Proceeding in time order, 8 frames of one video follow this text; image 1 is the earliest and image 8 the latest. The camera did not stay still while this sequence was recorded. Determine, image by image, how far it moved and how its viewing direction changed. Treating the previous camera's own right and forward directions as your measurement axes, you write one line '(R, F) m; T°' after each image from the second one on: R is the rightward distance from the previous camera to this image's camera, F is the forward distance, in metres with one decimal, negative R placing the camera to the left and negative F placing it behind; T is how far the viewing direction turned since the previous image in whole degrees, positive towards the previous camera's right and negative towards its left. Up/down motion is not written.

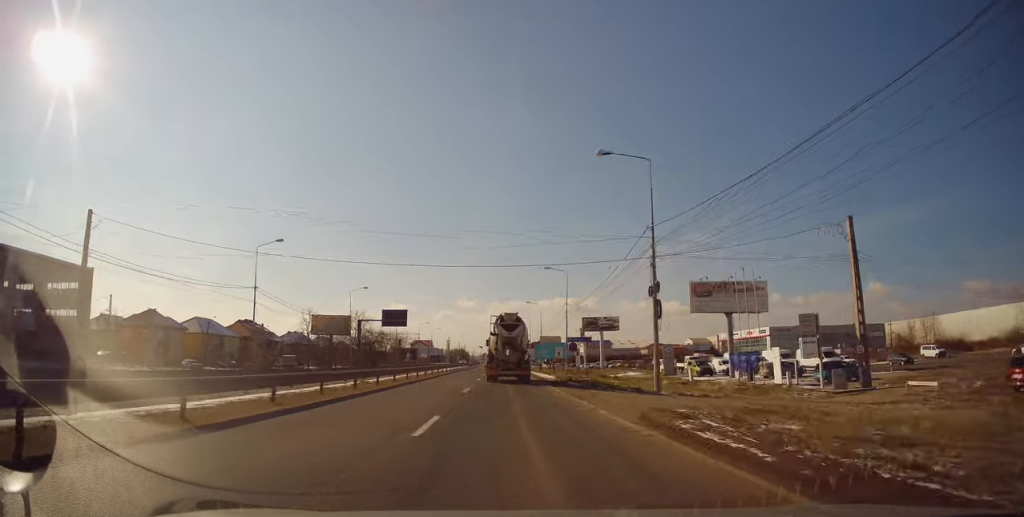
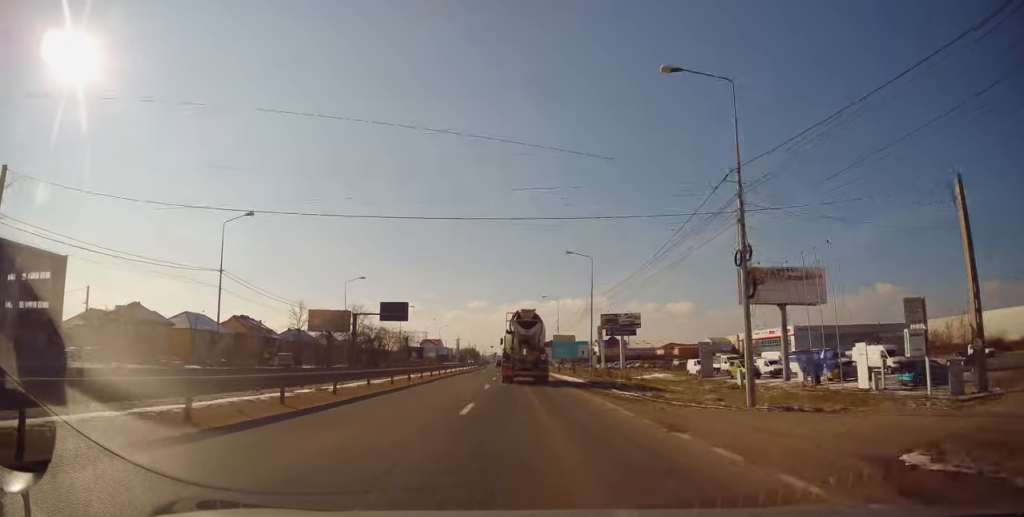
(0.0, +8.5) m; -1°
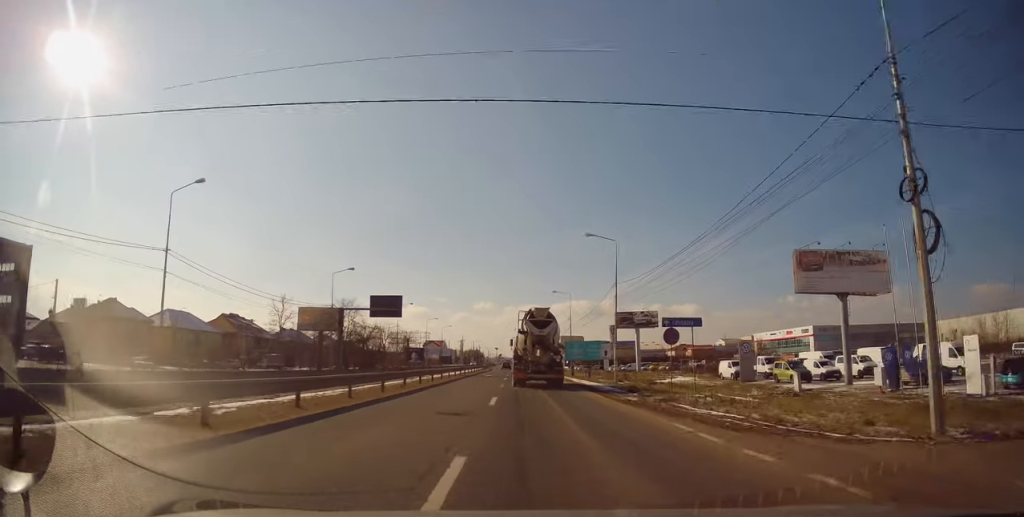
(-0.2, +8.3) m; -1°
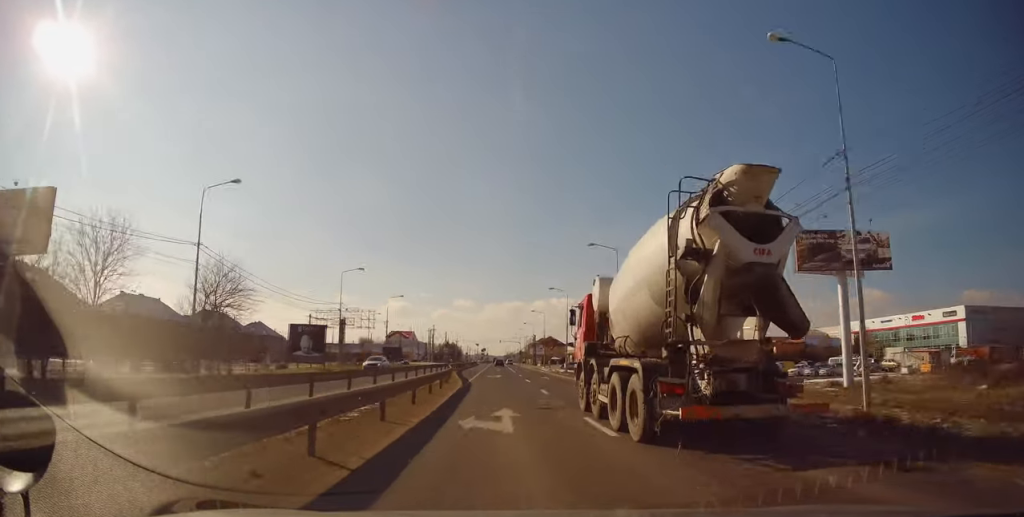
(+0.1, +65.3) m; +1°
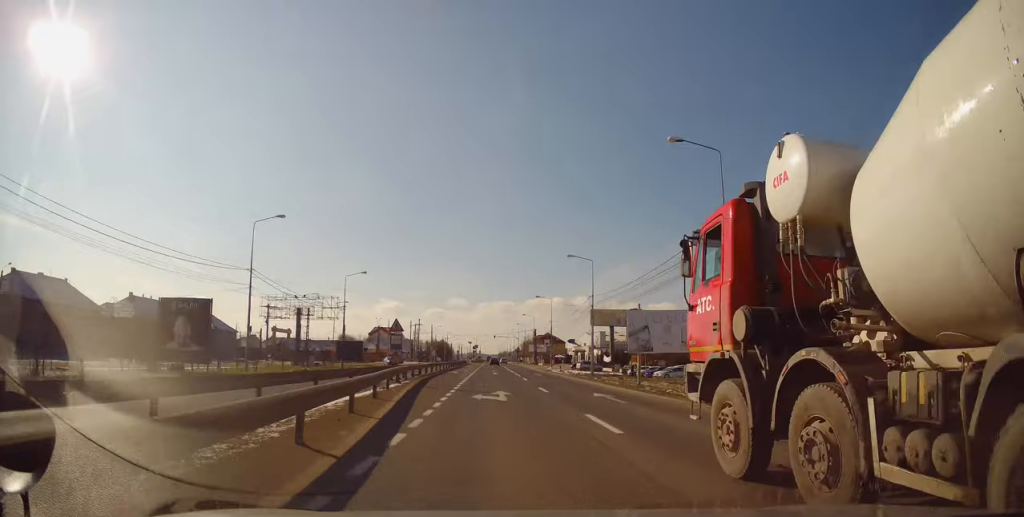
(+0.1, +23.0) m; 0°
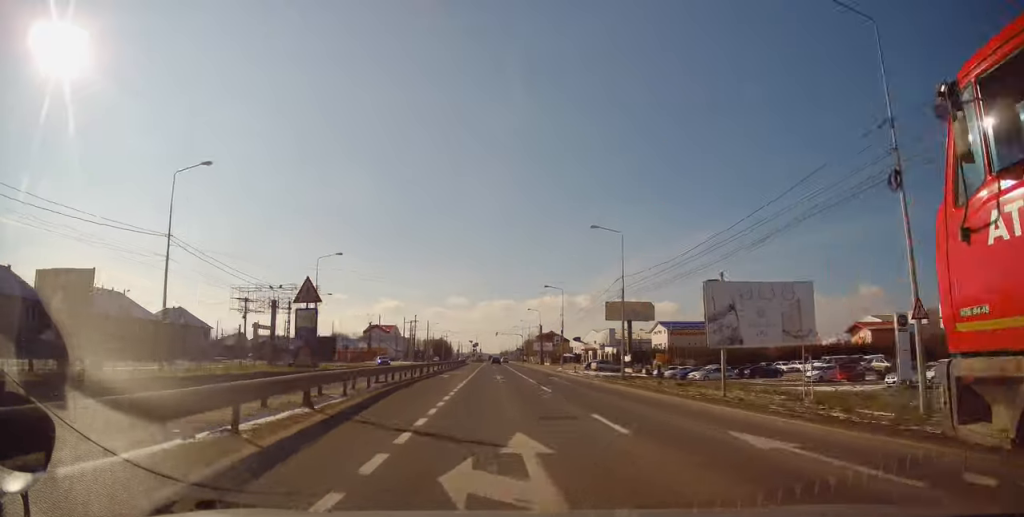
(0.0, +11.7) m; 0°
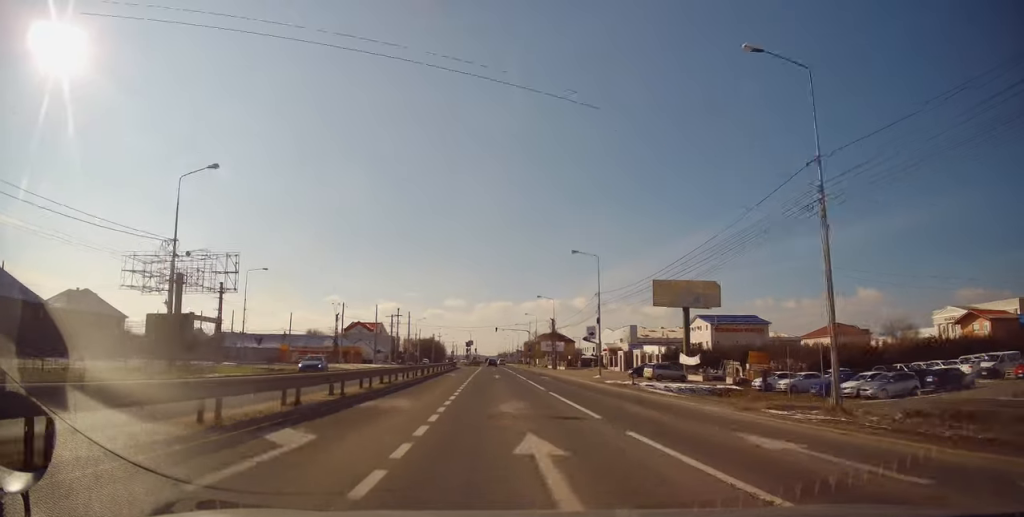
(+0.4, +26.9) m; +1°
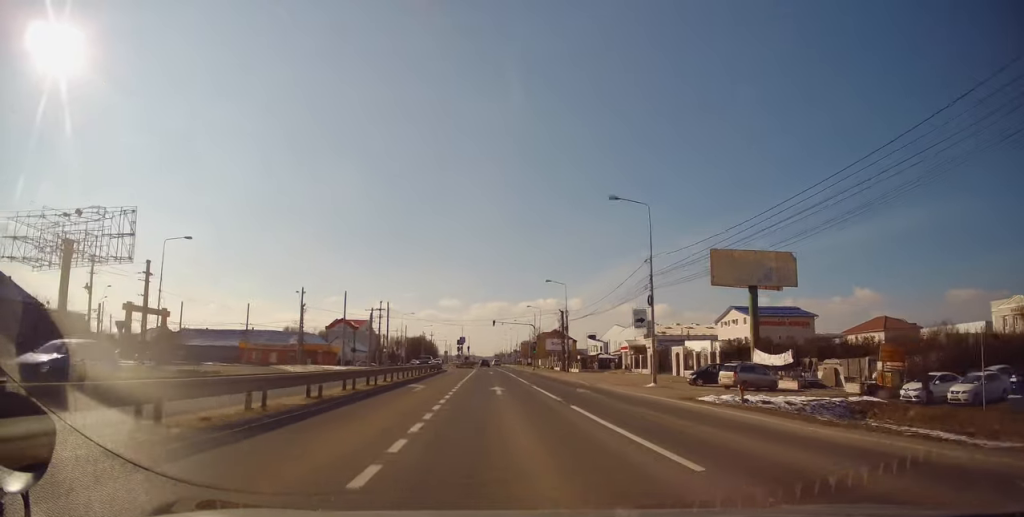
(+0.3, +17.6) m; 0°
